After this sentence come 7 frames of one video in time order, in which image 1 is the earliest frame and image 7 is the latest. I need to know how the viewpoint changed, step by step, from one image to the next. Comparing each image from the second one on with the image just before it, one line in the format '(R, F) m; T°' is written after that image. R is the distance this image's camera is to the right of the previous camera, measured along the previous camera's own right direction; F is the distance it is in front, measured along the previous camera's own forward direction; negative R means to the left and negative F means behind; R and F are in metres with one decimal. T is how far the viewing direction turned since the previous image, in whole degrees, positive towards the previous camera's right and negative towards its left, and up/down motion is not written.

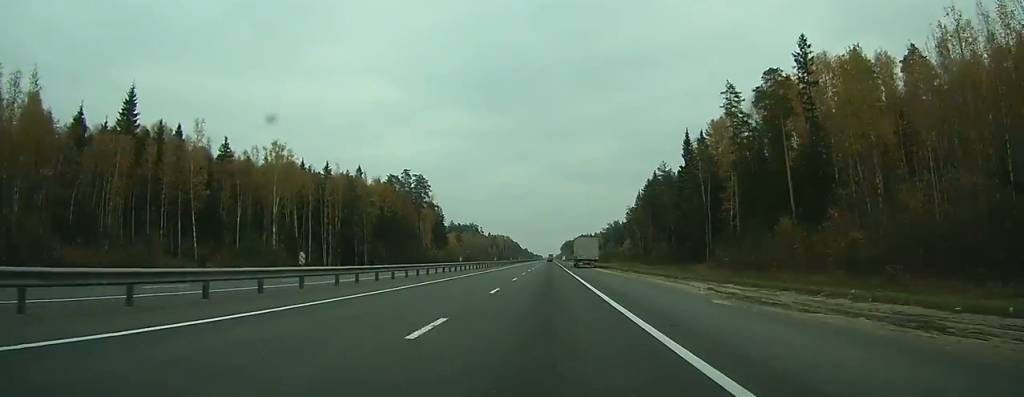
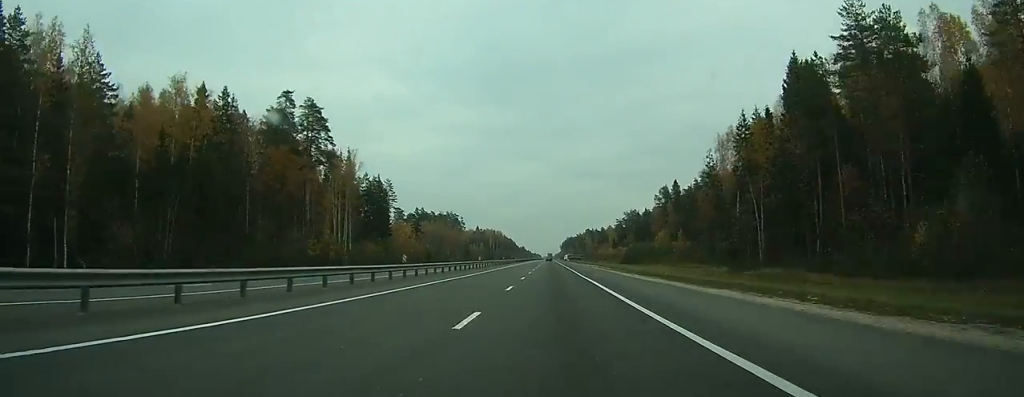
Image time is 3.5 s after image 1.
(+0.1, +91.4) m; 0°
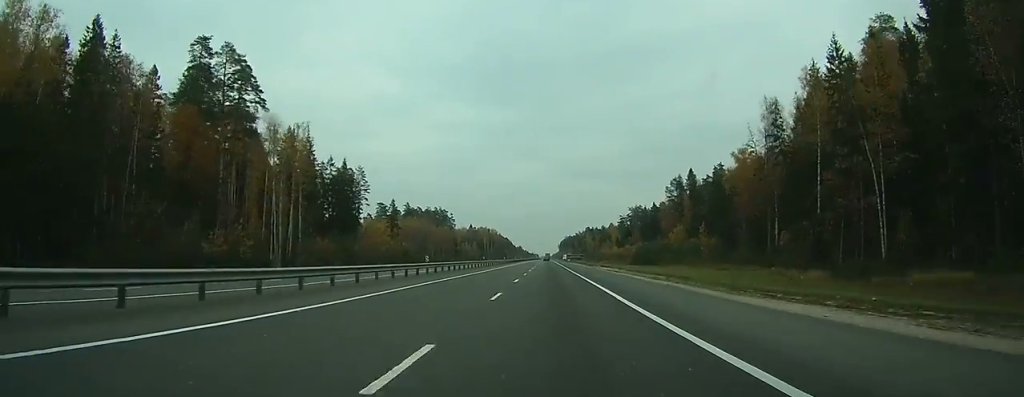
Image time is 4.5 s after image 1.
(0.0, +26.6) m; 0°
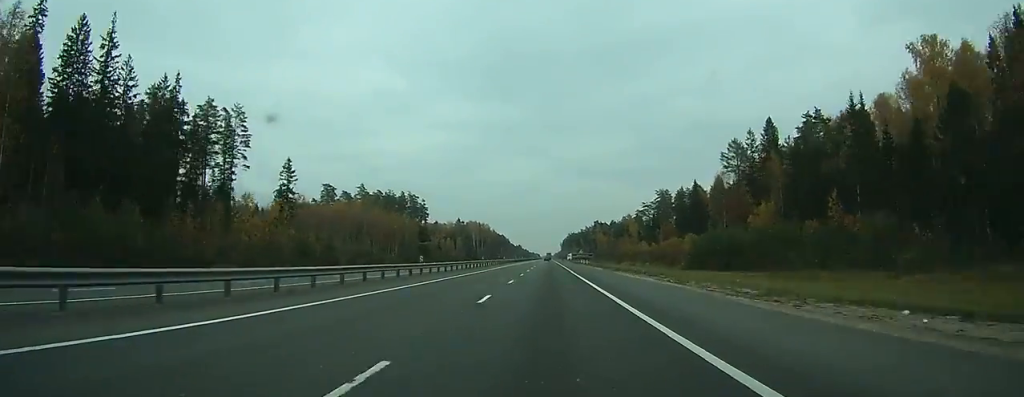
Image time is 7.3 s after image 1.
(0.0, +73.5) m; 0°
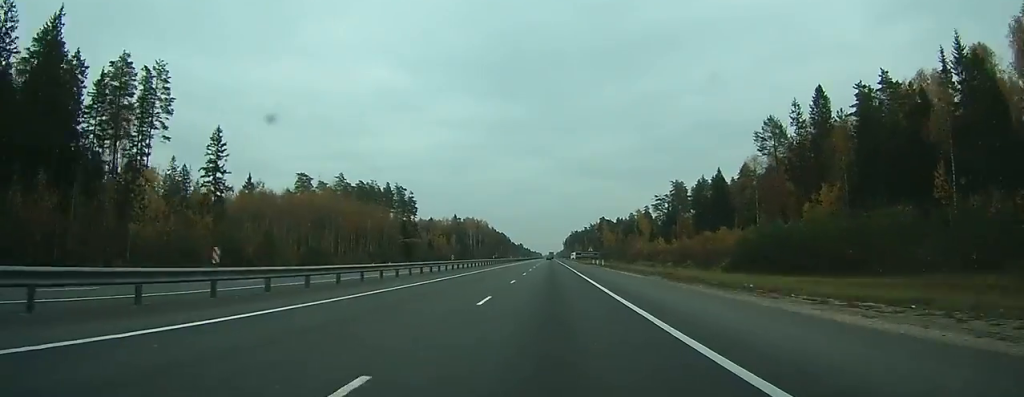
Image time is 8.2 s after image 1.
(-0.1, +27.2) m; 0°
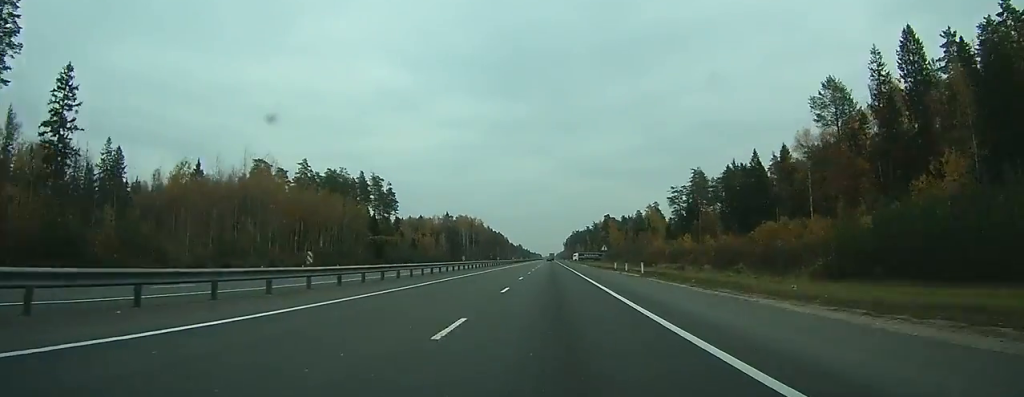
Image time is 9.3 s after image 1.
(-0.1, +32.7) m; 0°
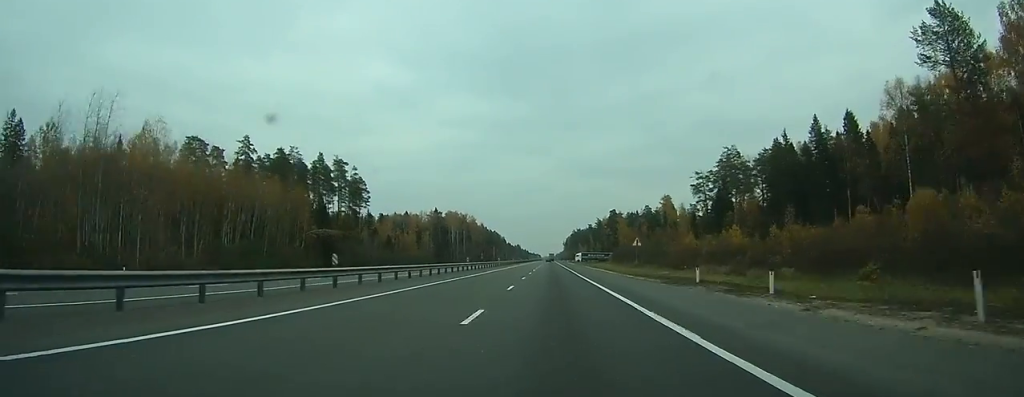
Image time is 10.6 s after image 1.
(+0.1, +35.3) m; 0°
